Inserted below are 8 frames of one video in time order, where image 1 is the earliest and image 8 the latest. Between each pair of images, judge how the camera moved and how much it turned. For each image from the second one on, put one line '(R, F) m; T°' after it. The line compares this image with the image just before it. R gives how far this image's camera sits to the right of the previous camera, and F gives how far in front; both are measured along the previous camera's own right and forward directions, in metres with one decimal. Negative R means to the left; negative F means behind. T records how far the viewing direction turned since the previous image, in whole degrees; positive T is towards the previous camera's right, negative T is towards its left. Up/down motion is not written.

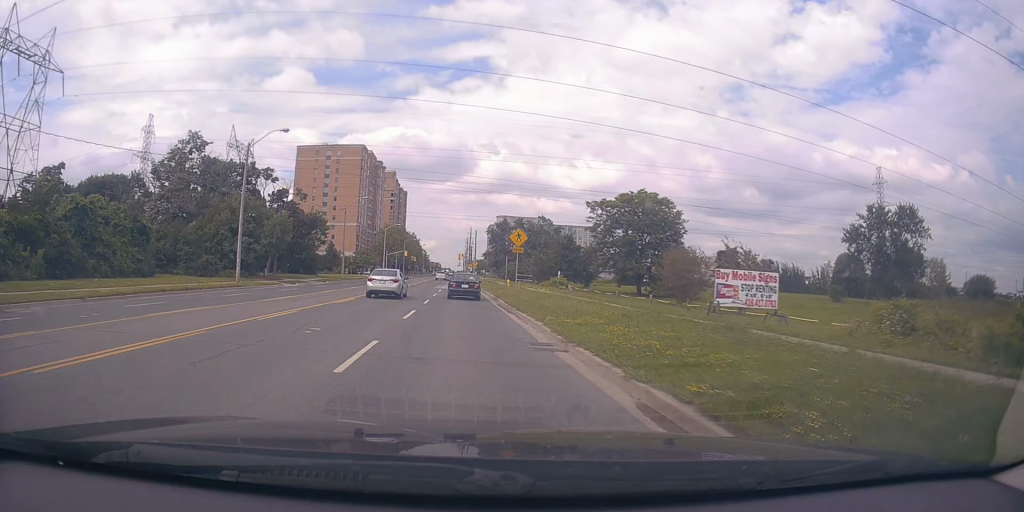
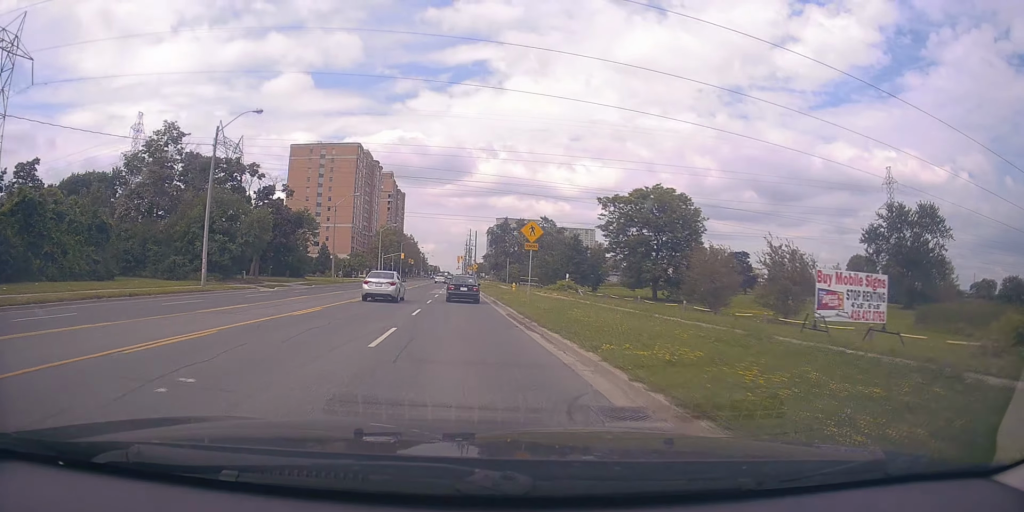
(+0.2, +6.0) m; +1°
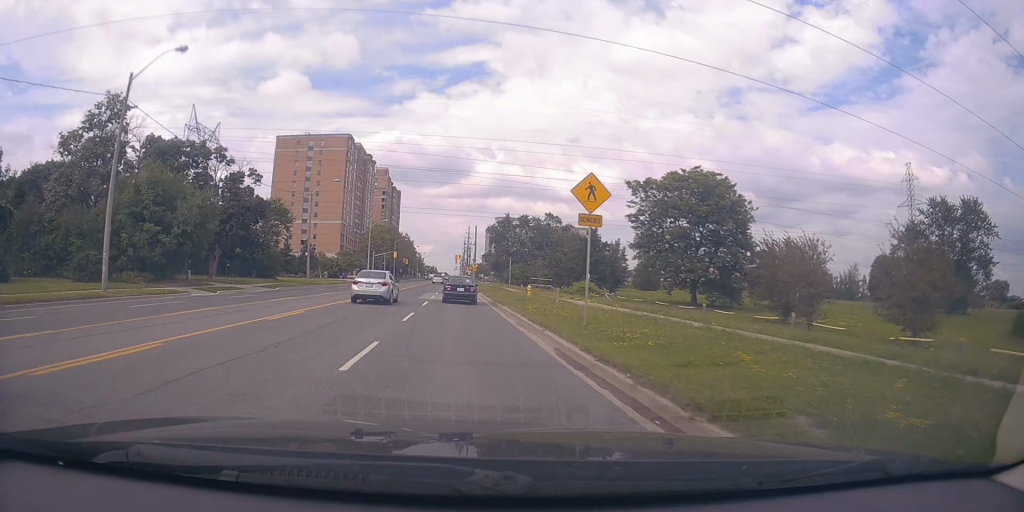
(+0.4, +11.4) m; +1°
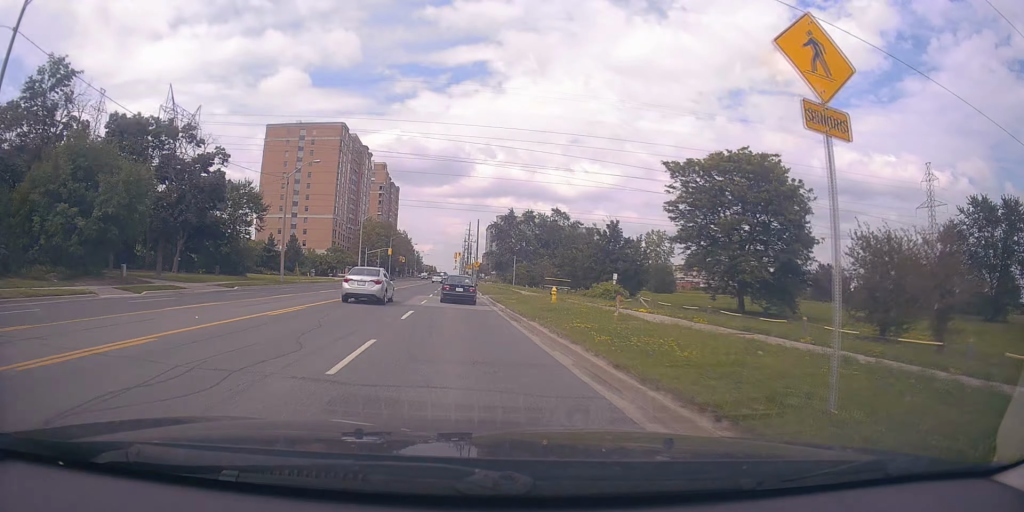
(-0.2, +9.3) m; 0°
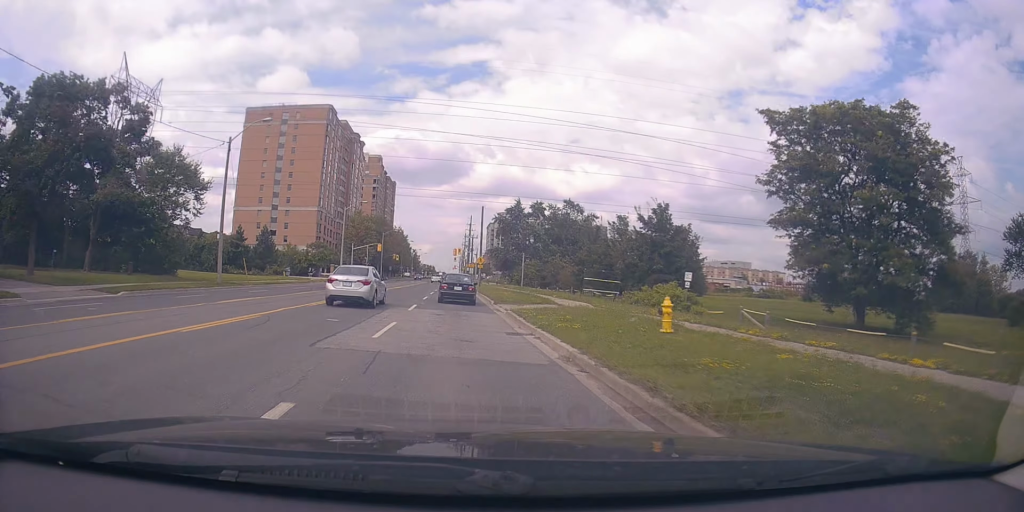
(+0.1, +14.5) m; -1°
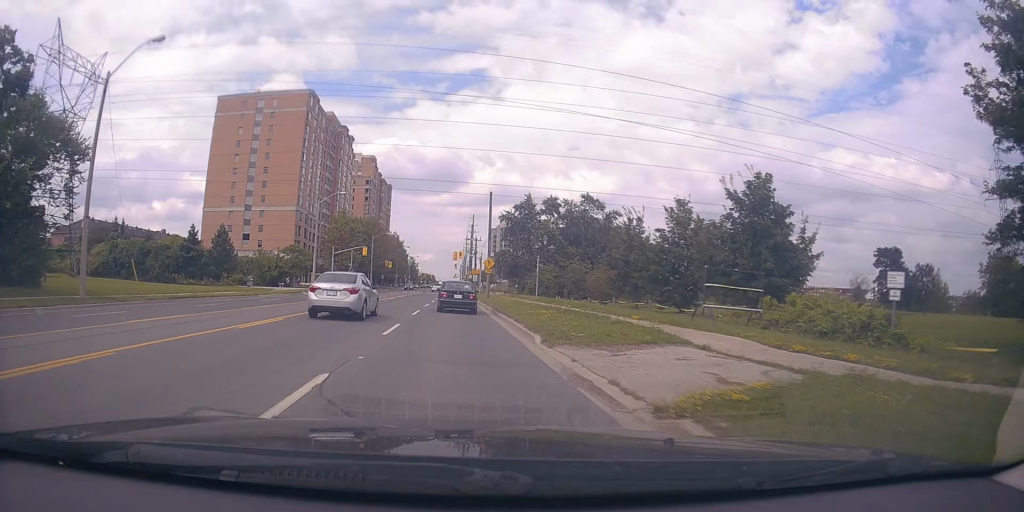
(-0.3, +16.3) m; 0°
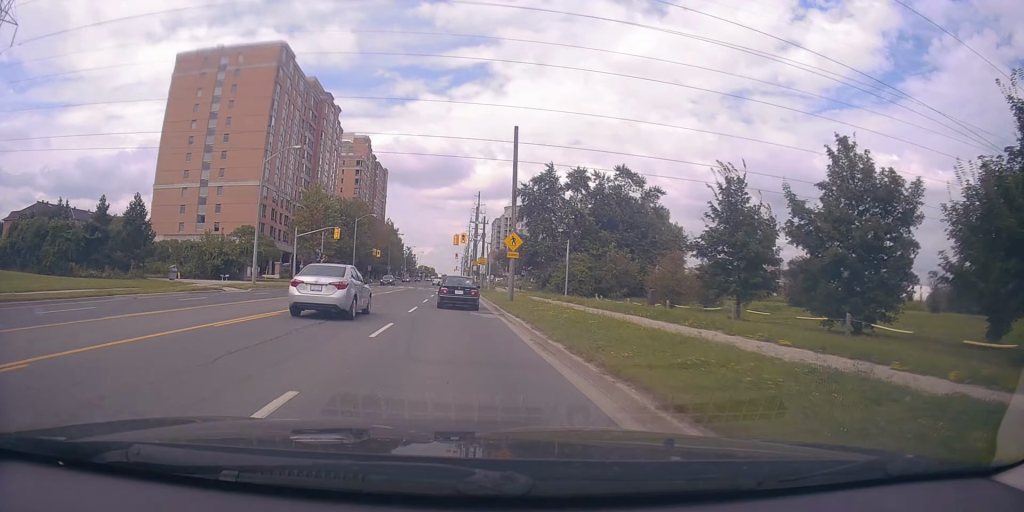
(+0.2, +20.7) m; 0°
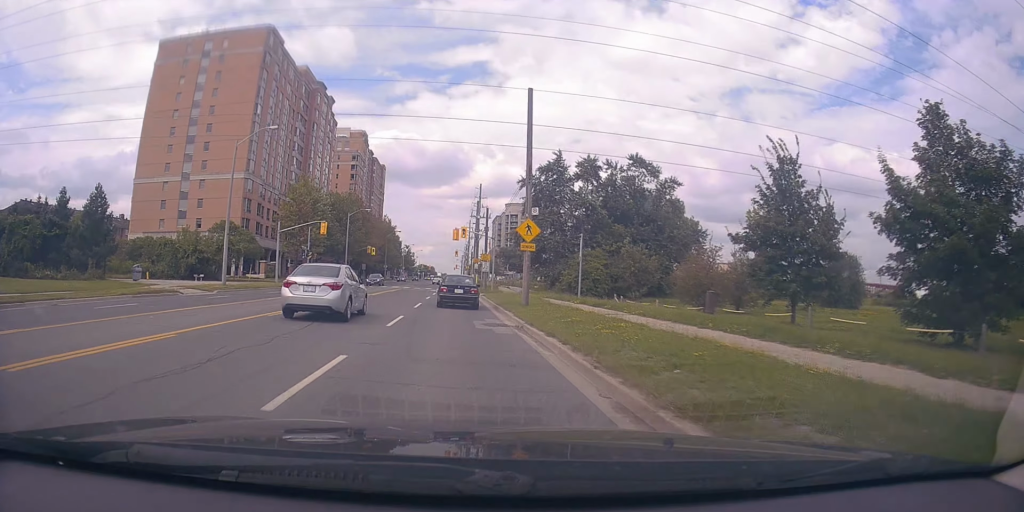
(-0.2, +6.4) m; 0°
